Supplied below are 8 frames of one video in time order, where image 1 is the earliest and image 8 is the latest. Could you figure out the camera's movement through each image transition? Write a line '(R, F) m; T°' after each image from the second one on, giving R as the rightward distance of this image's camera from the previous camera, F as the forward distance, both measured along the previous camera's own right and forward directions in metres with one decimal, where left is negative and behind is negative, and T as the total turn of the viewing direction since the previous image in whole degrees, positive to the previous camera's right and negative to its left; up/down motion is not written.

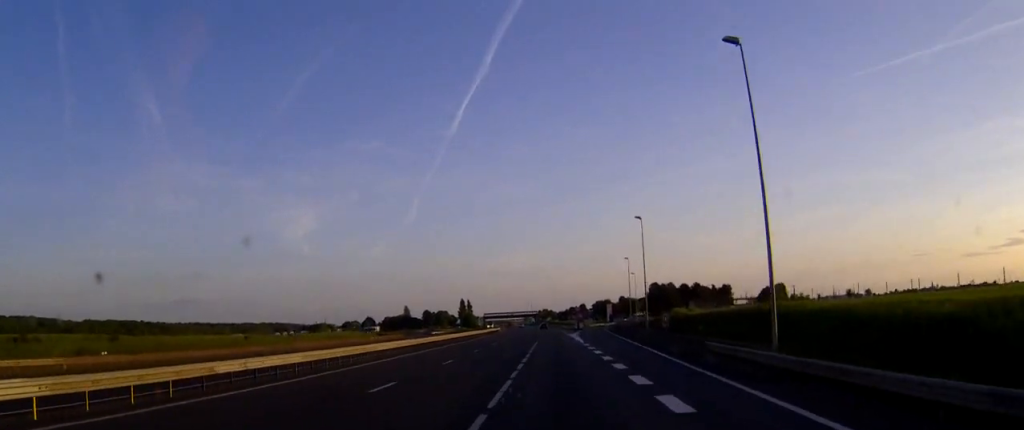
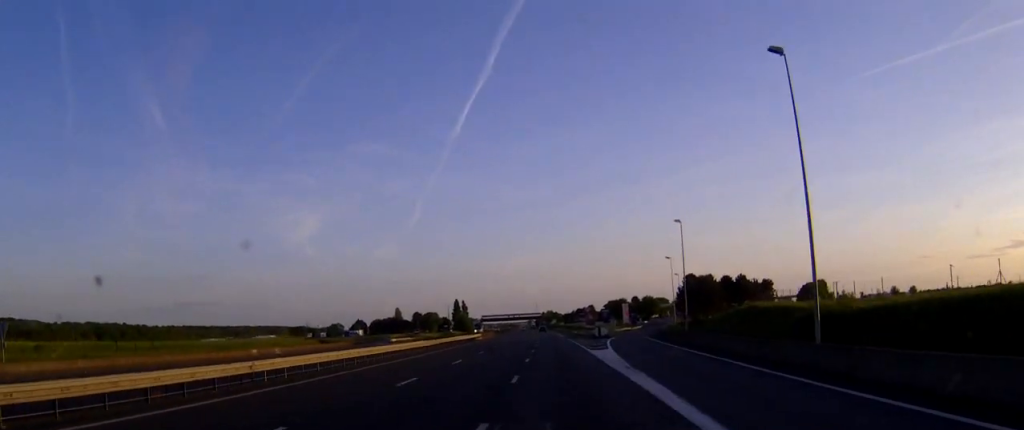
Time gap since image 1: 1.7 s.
(-0.2, +49.4) m; 0°
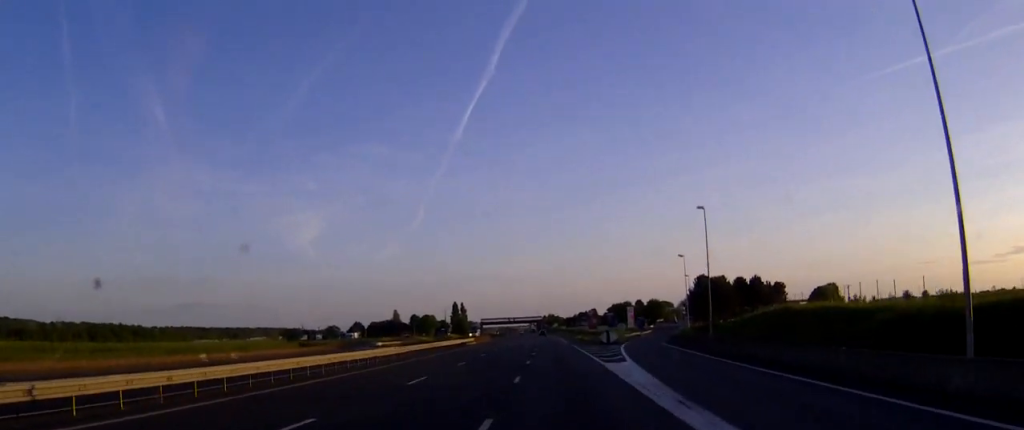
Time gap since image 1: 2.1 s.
(0.0, +11.4) m; 0°
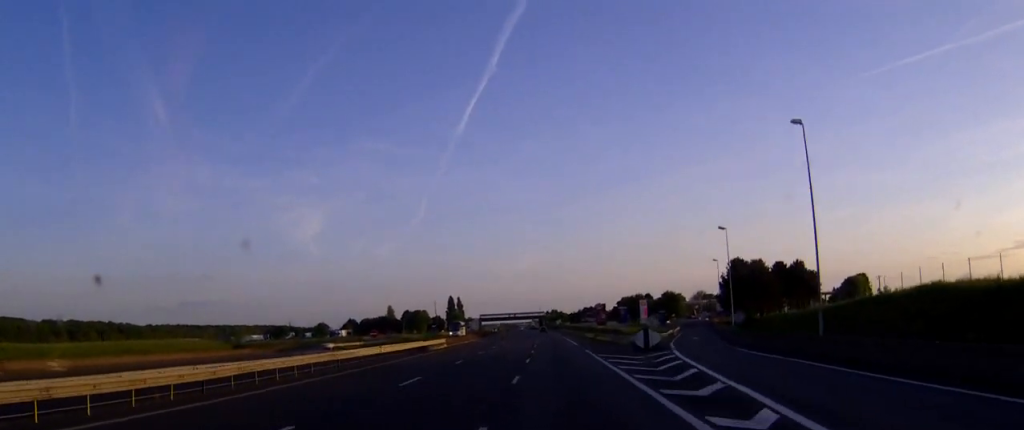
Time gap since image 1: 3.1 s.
(-0.1, +27.5) m; 0°
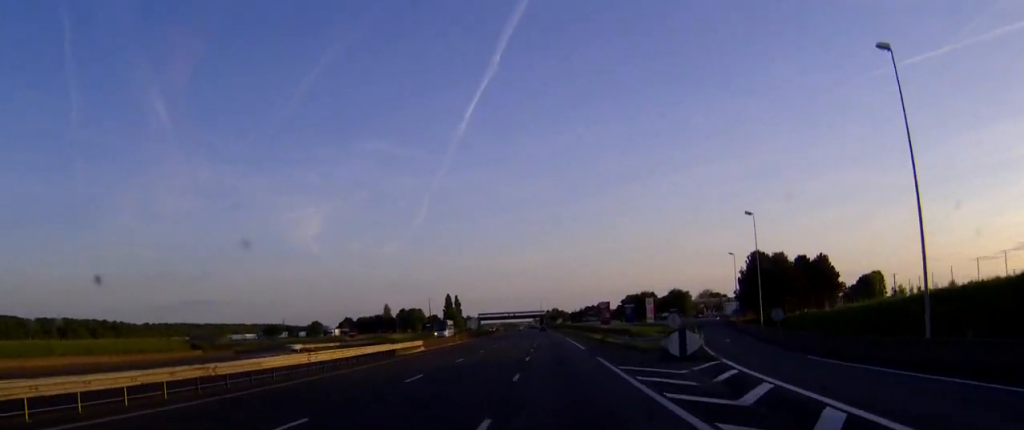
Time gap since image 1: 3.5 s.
(0.0, +12.3) m; 0°
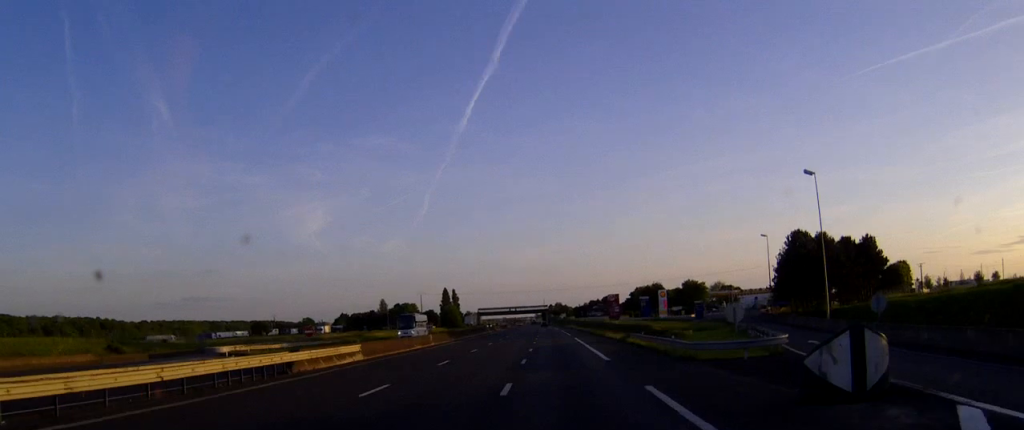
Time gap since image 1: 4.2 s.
(-0.1, +19.0) m; 0°
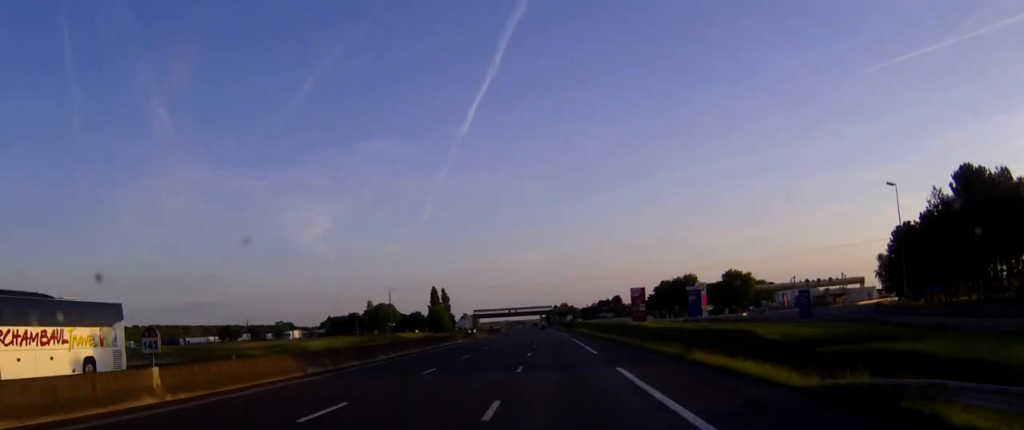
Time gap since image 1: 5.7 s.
(-0.1, +43.6) m; 0°
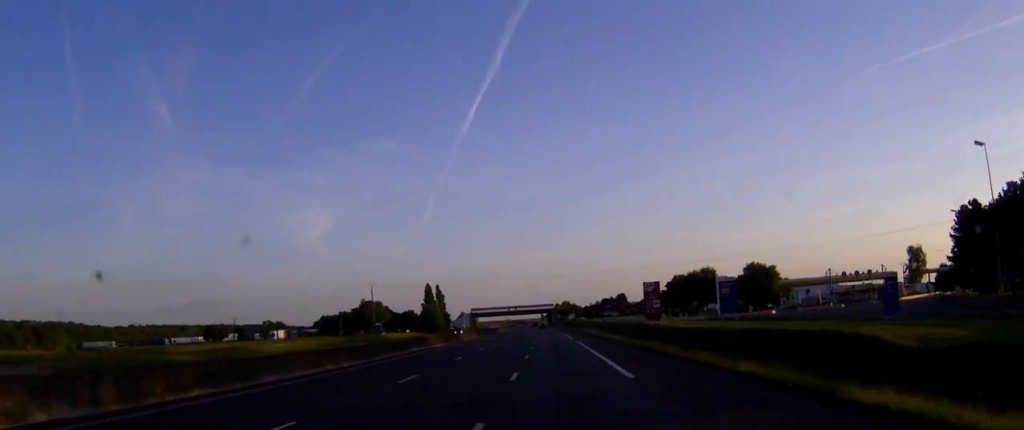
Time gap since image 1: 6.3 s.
(-0.1, +17.1) m; 0°
